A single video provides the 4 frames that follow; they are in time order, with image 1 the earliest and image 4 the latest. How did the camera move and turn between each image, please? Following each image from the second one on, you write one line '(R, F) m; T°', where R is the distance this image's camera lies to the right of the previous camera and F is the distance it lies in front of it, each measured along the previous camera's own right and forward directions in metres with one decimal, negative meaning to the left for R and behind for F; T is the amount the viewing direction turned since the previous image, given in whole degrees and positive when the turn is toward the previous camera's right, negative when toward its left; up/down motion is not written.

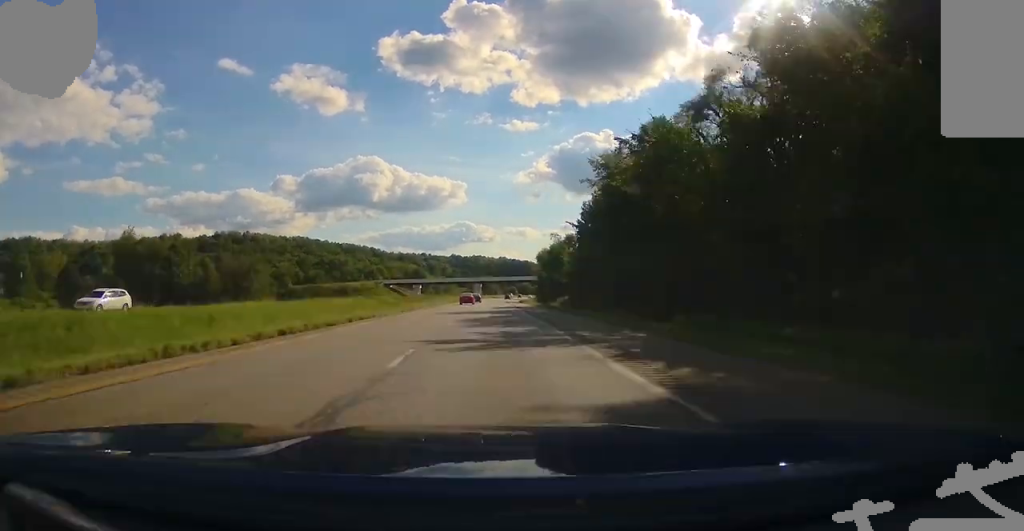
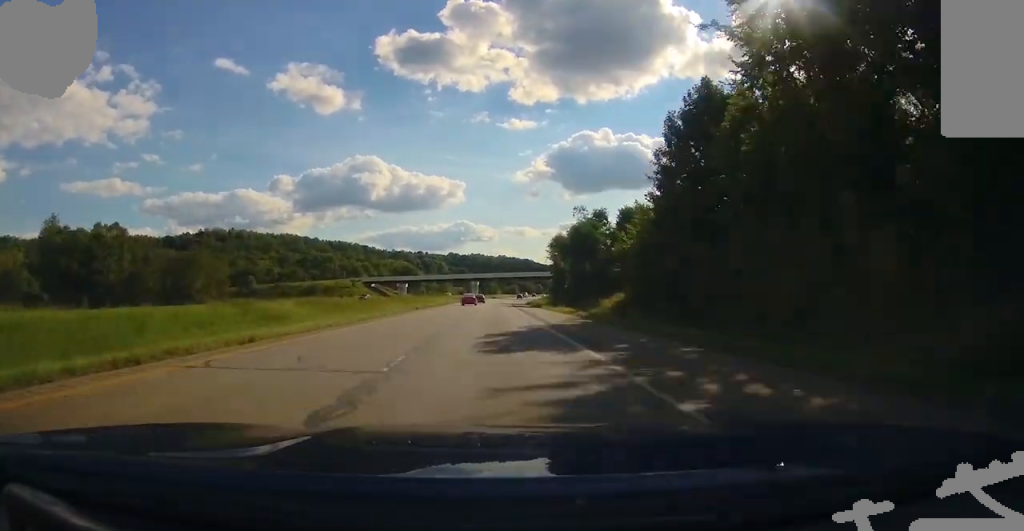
(0.0, +37.0) m; 0°
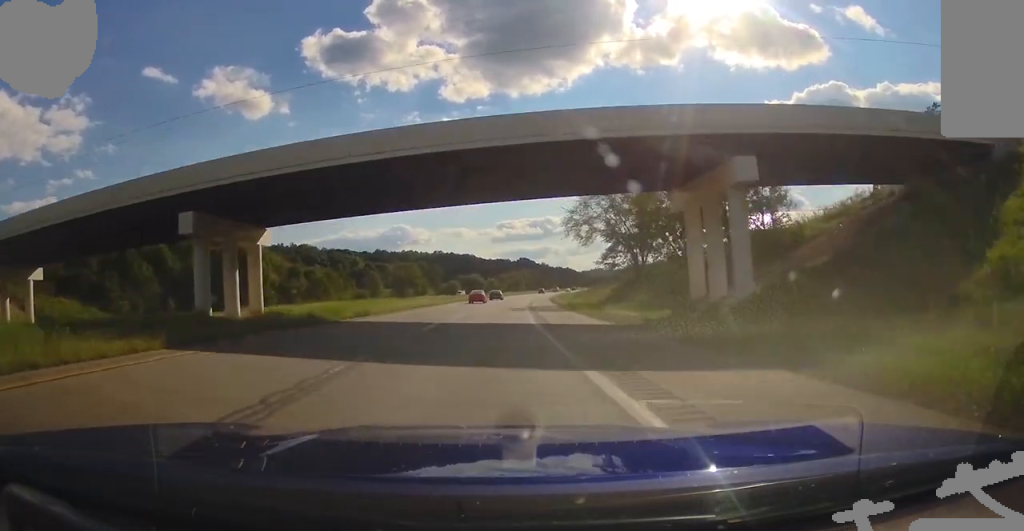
(+5.7, +159.0) m; +7°
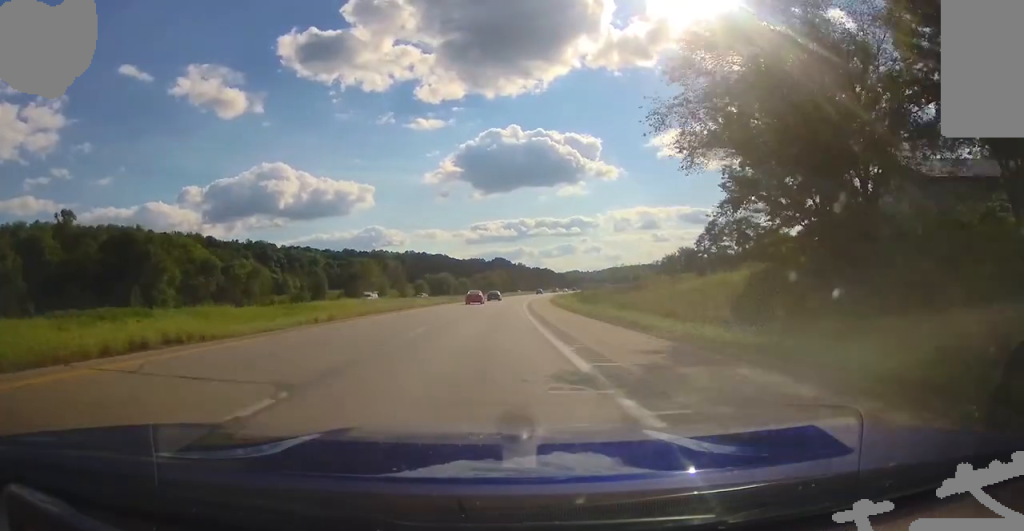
(+2.2, +40.0) m; +3°
